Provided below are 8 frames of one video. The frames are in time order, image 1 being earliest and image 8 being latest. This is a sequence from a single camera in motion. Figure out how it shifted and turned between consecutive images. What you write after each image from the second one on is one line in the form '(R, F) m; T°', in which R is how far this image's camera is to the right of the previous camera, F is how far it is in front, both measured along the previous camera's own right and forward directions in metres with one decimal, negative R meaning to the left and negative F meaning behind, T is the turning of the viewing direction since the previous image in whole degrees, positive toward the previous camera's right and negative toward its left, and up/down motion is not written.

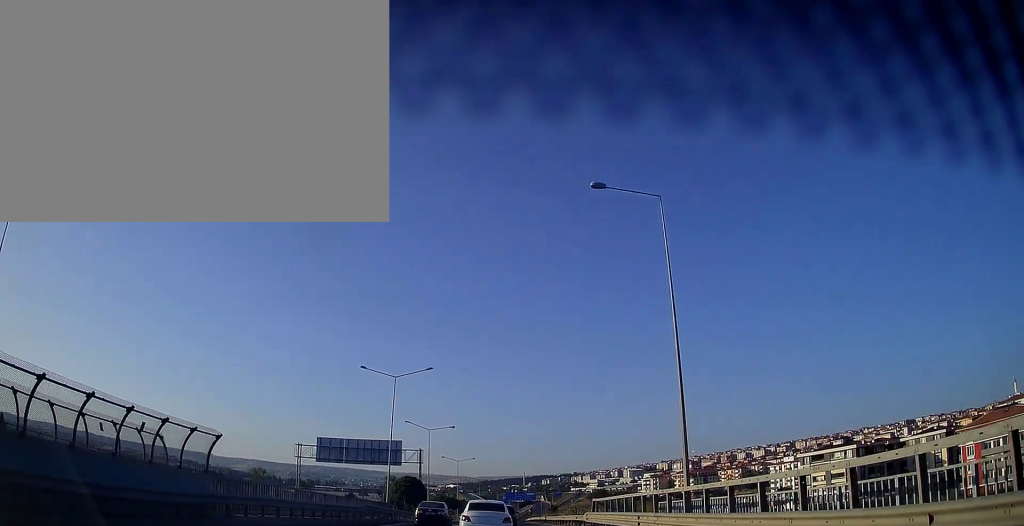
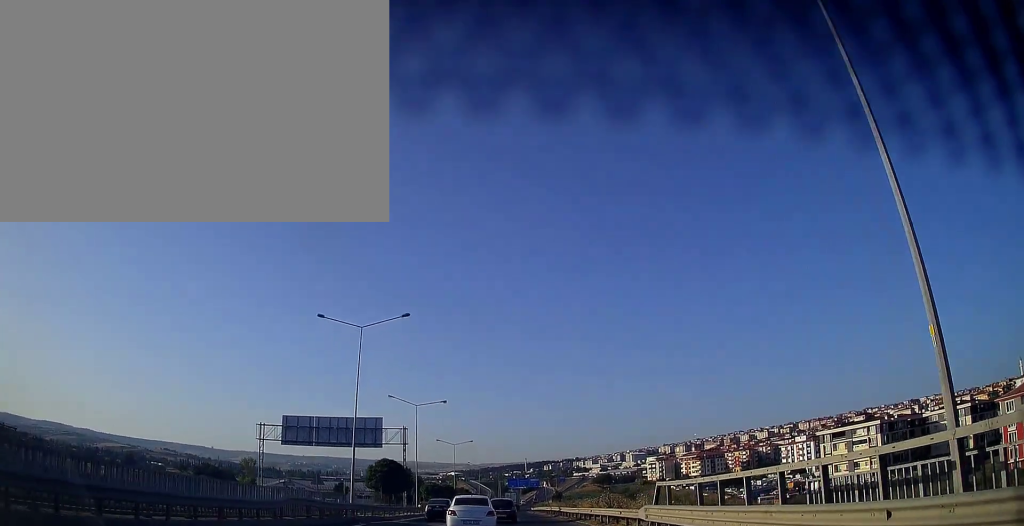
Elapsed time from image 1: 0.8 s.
(0.0, +12.8) m; -1°
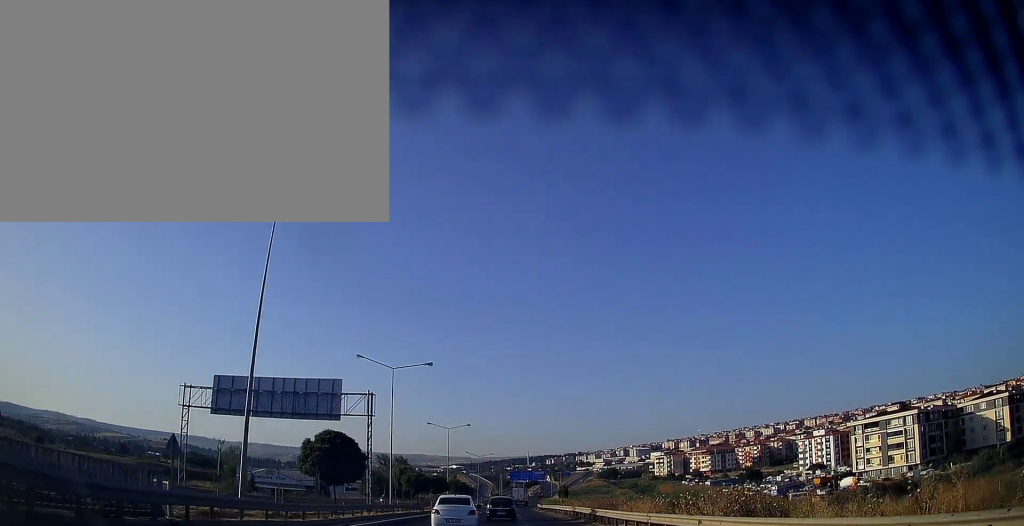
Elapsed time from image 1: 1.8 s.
(-0.3, +16.8) m; 0°
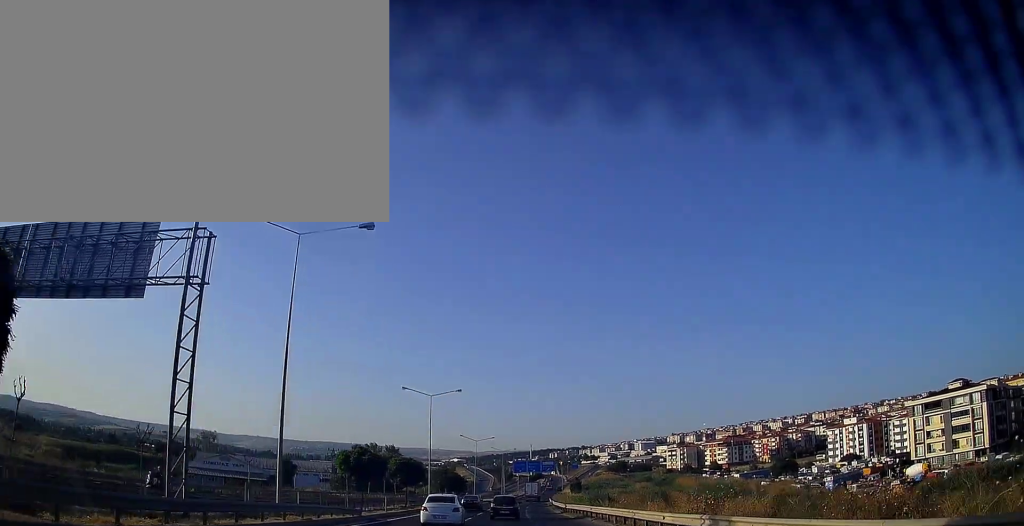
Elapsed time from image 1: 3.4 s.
(+0.4, +25.9) m; +1°
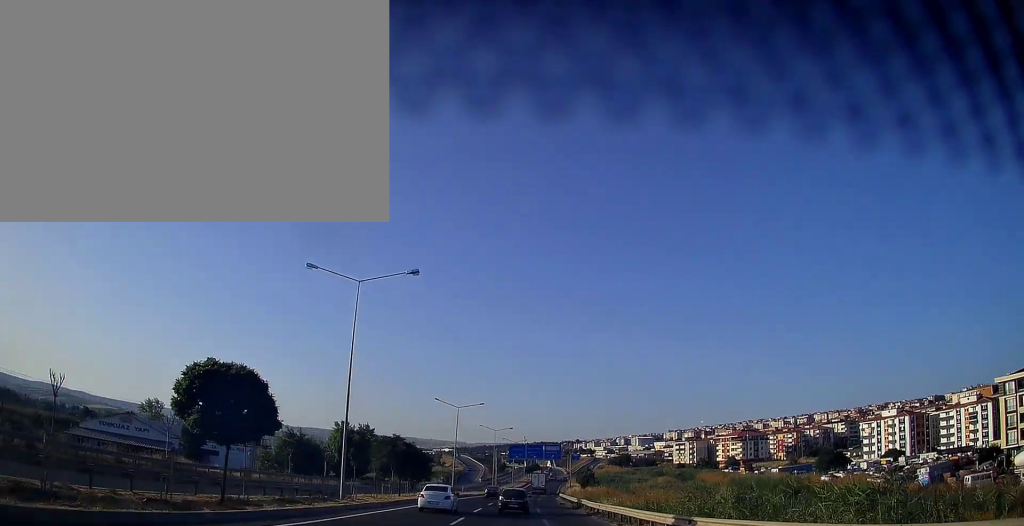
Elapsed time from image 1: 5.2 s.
(-0.1, +34.6) m; 0°
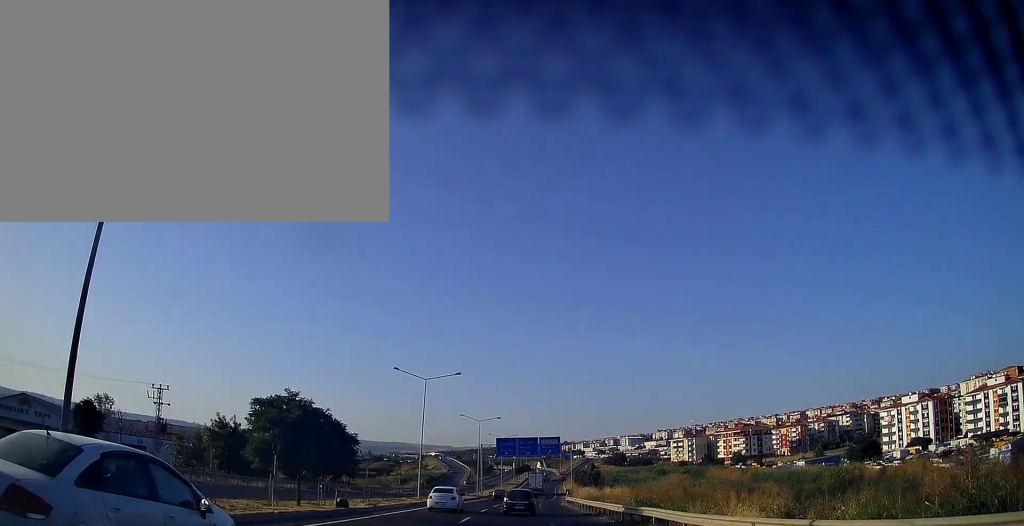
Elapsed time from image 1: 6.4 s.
(+0.2, +21.7) m; +1°
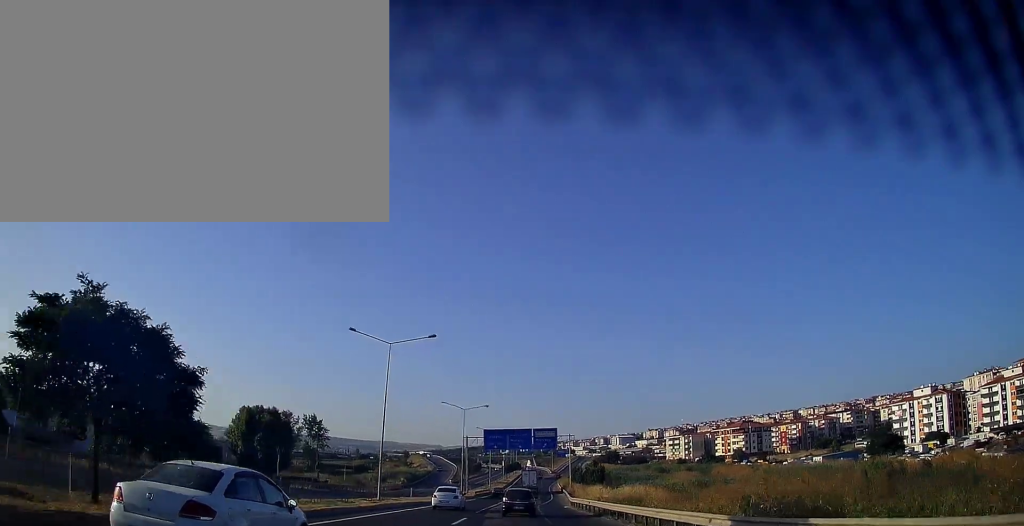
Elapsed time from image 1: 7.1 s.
(+0.1, +13.6) m; +1°
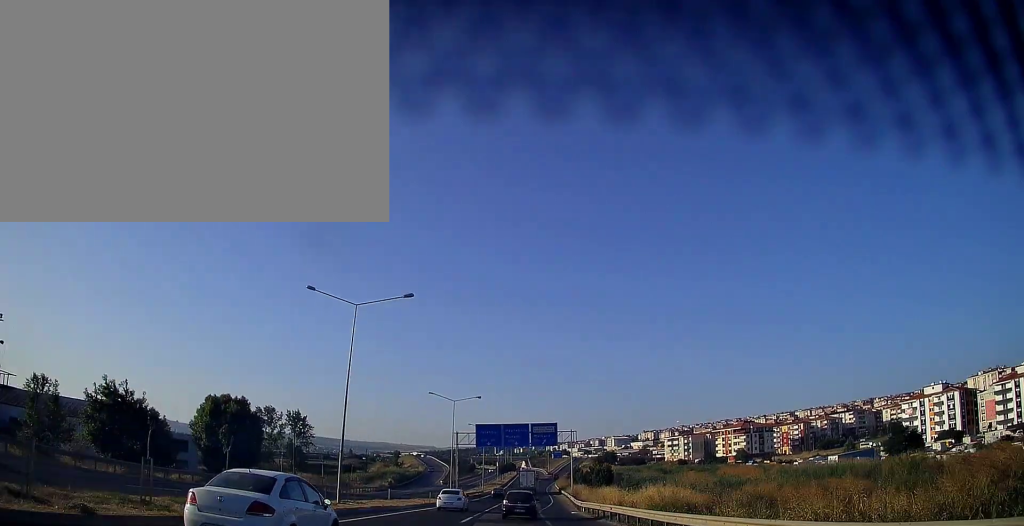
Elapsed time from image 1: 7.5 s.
(+0.1, +9.1) m; +1°
